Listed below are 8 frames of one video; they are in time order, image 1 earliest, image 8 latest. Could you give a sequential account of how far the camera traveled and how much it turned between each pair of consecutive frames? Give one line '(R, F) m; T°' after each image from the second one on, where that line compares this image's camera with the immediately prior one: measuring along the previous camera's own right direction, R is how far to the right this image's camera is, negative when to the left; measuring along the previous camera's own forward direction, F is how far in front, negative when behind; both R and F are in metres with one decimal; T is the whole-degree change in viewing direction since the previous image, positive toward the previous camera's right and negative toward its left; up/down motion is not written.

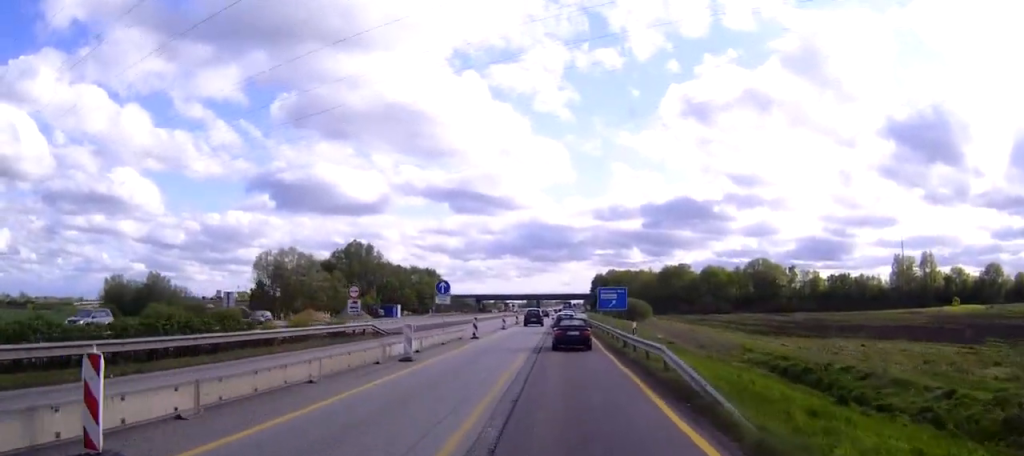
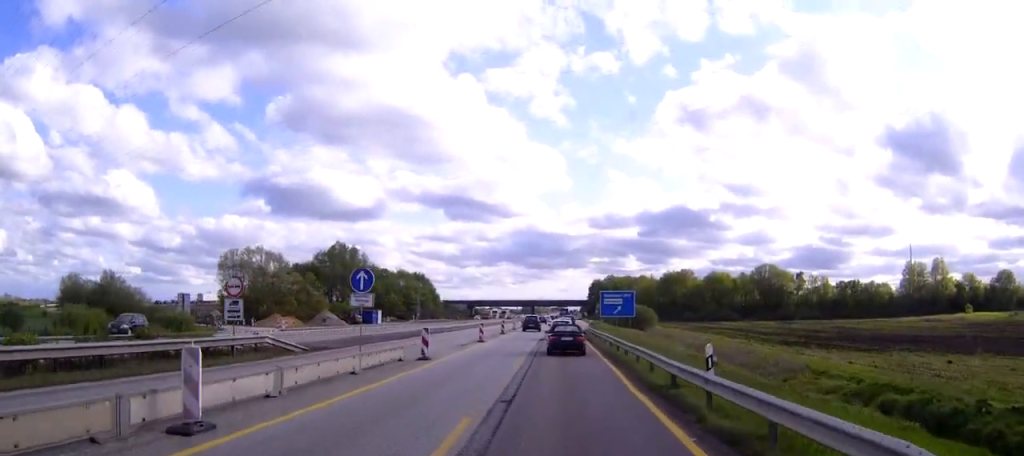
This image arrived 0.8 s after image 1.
(0.0, +14.3) m; 0°
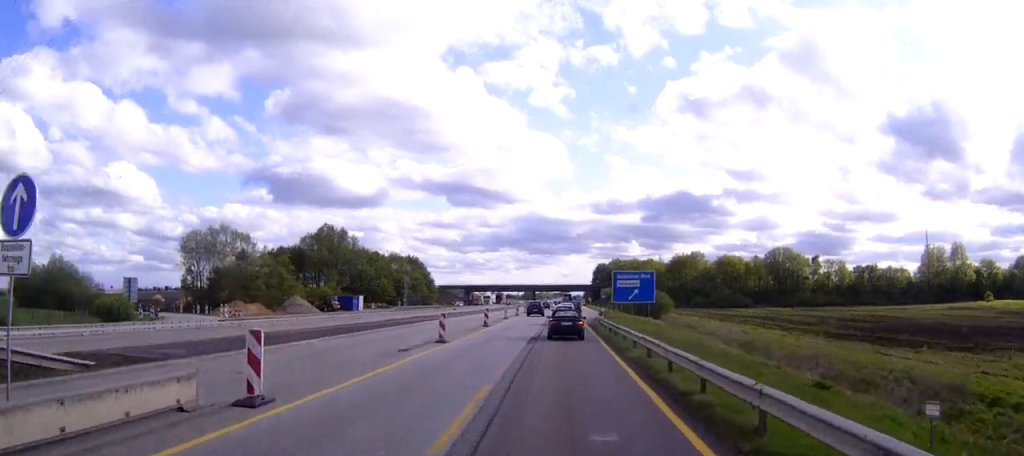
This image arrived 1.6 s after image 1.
(0.0, +15.6) m; 0°
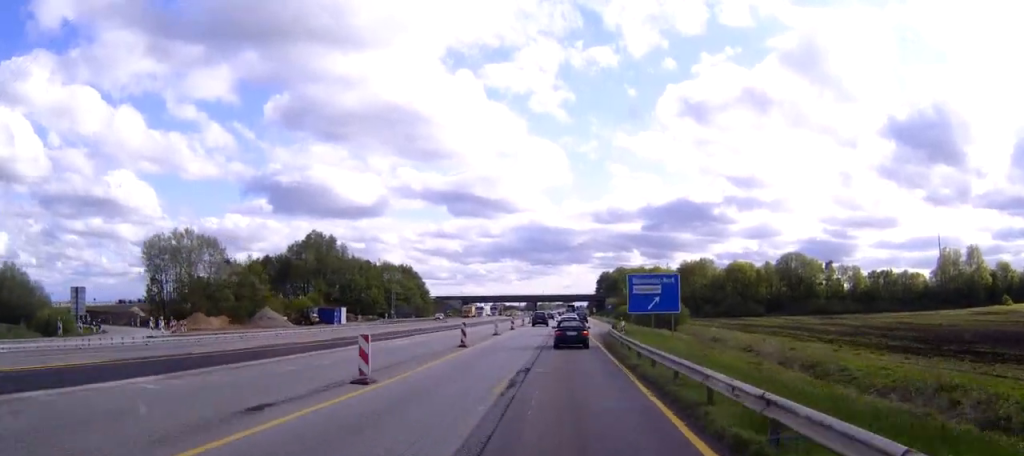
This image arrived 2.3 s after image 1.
(0.0, +12.5) m; 0°
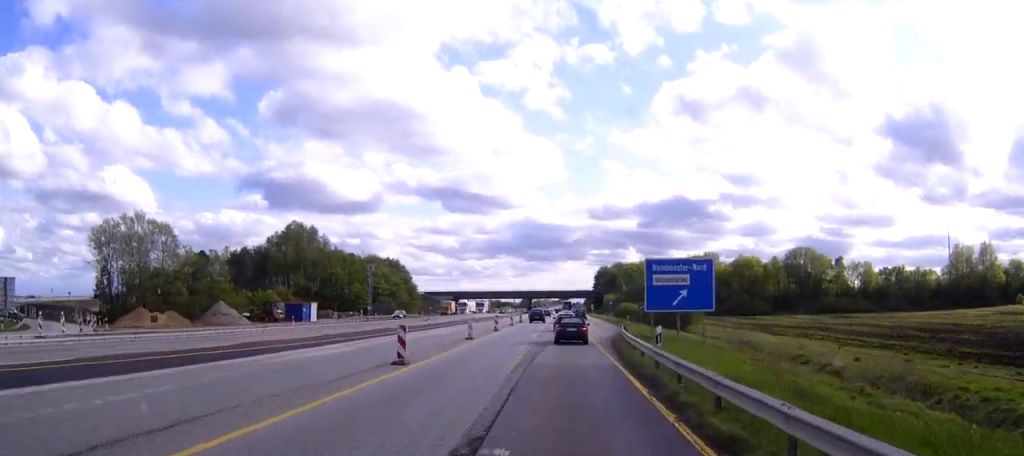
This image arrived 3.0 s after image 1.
(0.0, +13.1) m; 0°
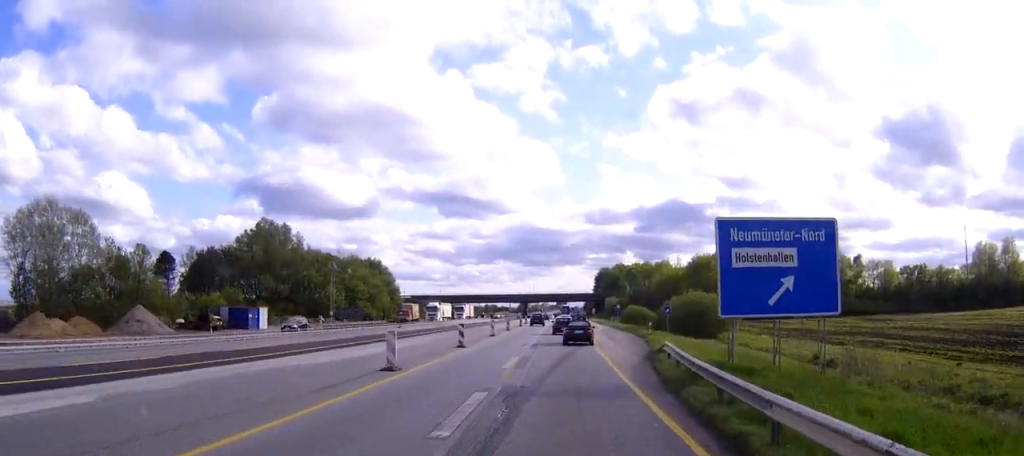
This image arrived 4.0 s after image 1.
(+0.1, +18.6) m; 0°
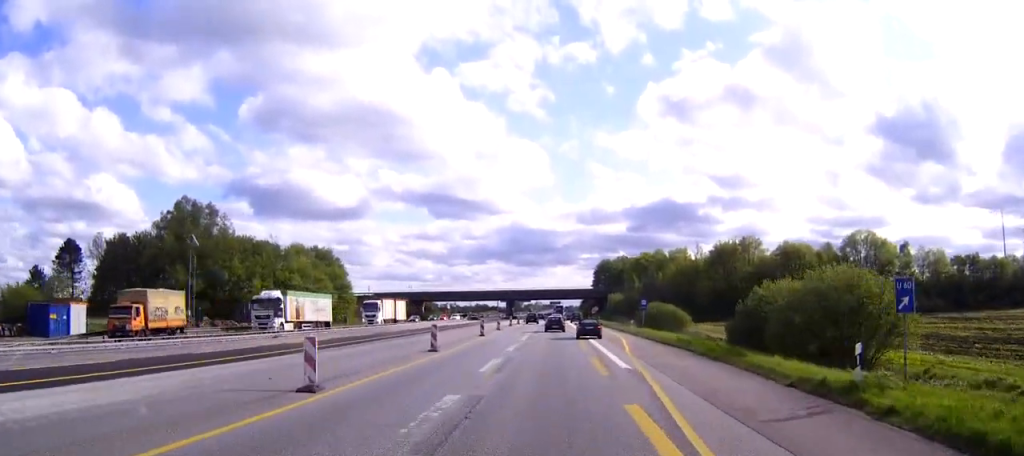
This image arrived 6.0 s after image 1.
(0.0, +38.1) m; 0°
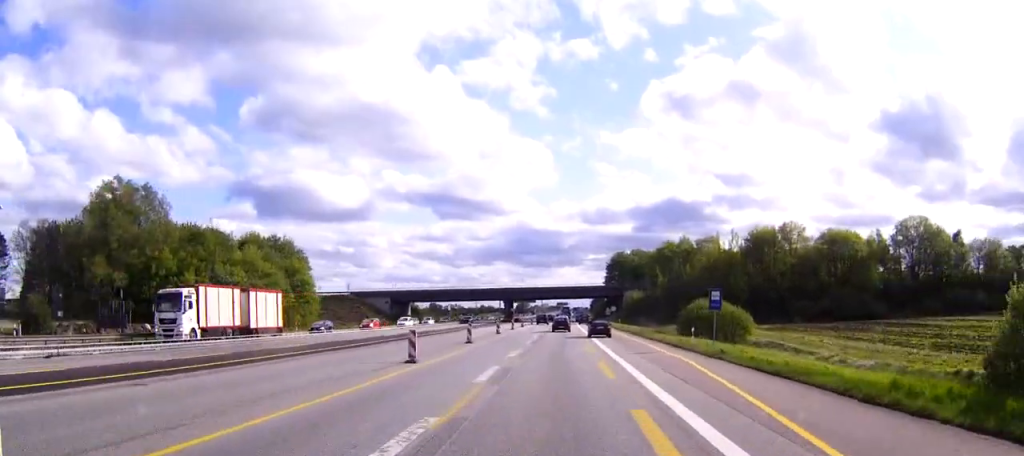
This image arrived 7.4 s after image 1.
(0.0, +27.0) m; 0°
